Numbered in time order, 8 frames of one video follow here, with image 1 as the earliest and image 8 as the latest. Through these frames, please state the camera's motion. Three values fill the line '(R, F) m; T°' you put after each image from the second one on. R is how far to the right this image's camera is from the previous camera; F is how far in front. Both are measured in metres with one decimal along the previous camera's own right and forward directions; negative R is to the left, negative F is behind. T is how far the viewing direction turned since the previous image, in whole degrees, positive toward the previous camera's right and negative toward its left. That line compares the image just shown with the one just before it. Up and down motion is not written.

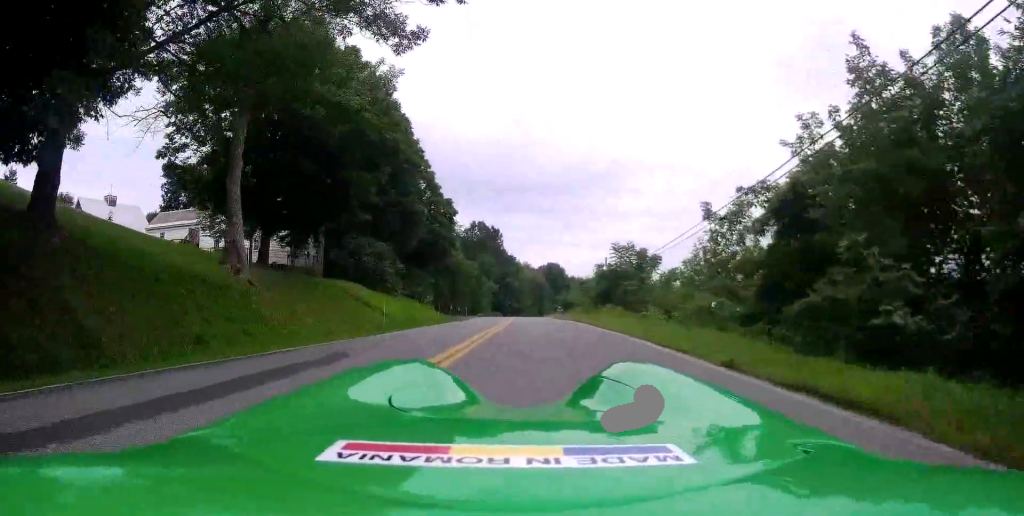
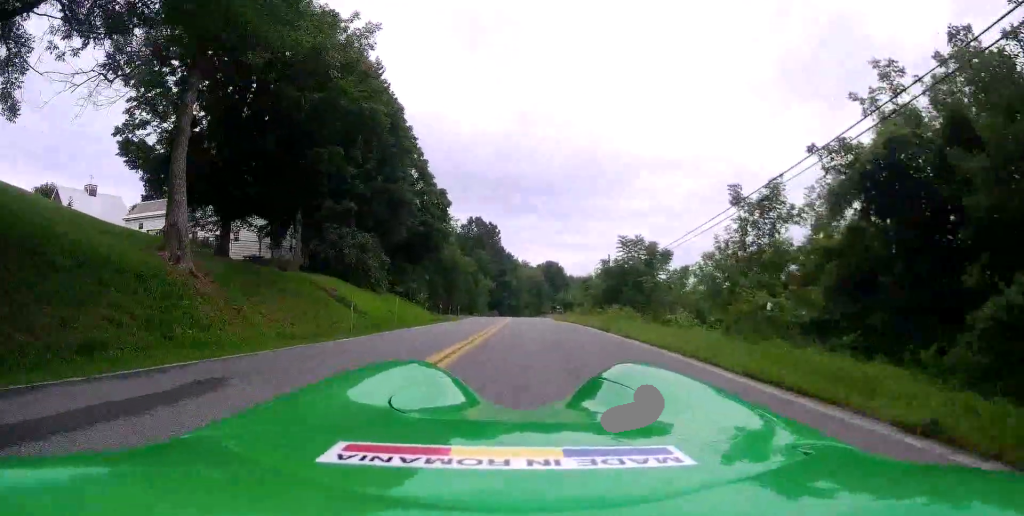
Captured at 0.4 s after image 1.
(0.0, +3.5) m; 0°
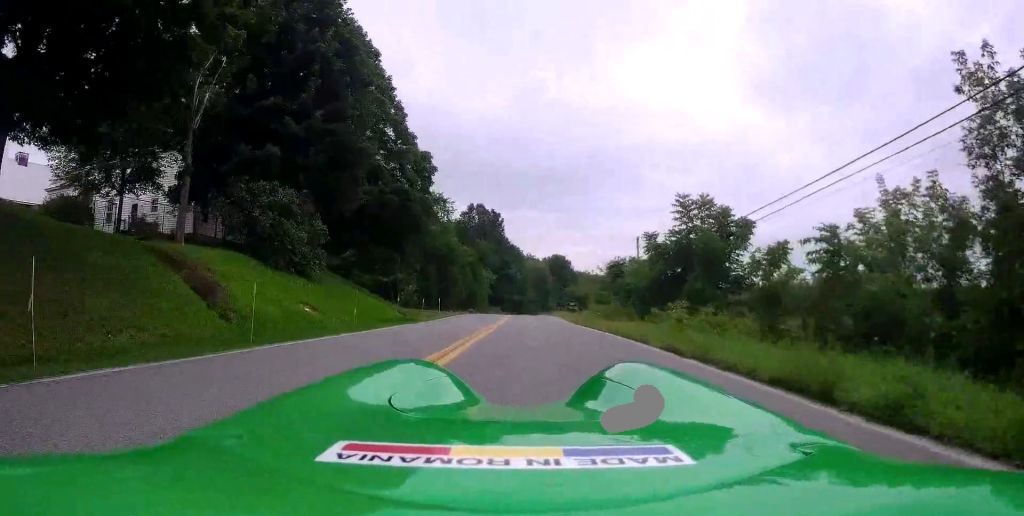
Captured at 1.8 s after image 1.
(+0.1, +11.8) m; 0°
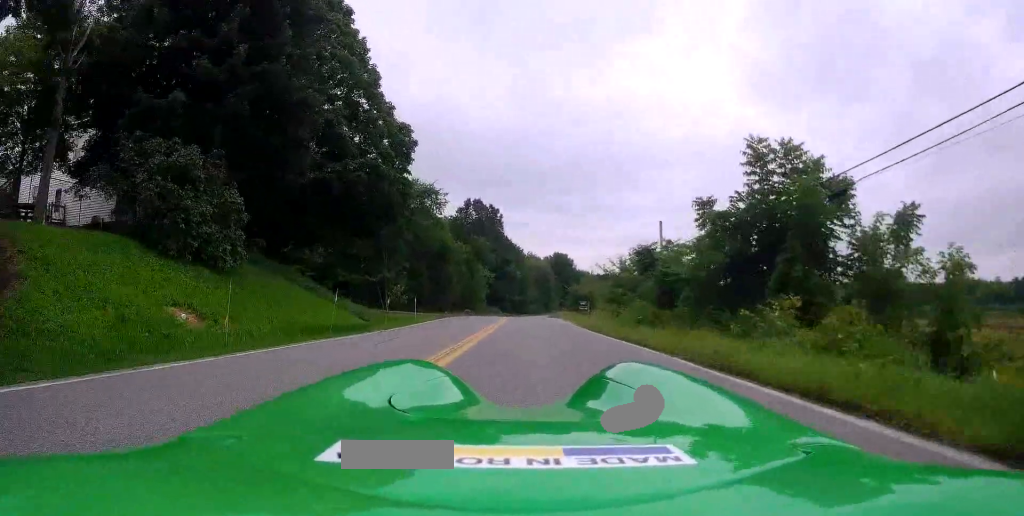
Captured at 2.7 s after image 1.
(0.0, +7.6) m; 0°
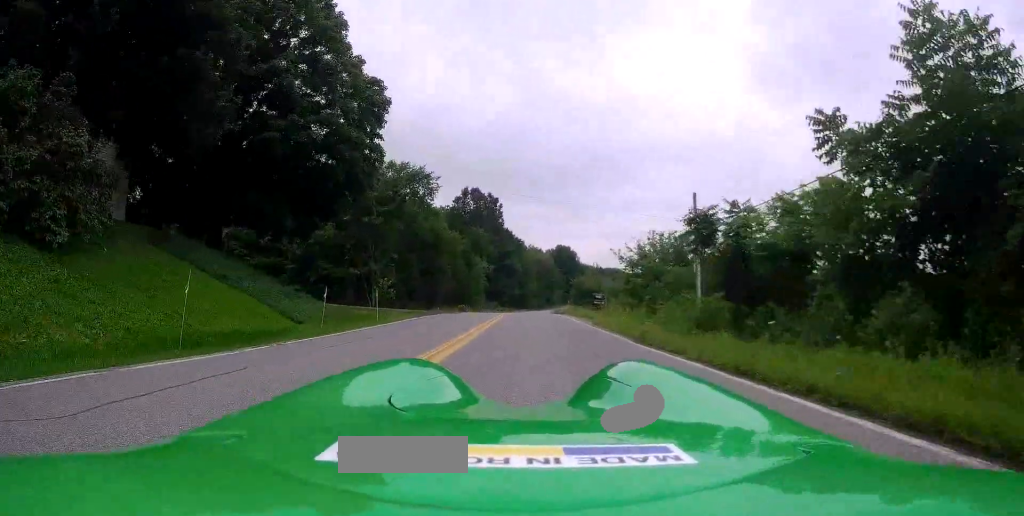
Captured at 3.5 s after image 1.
(0.0, +7.5) m; 0°
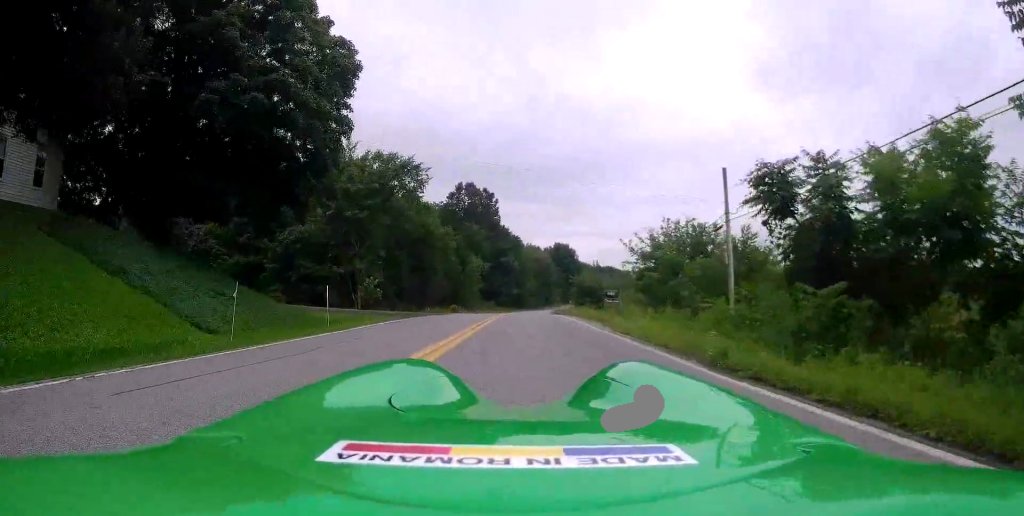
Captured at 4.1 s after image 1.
(0.0, +5.3) m; 0°
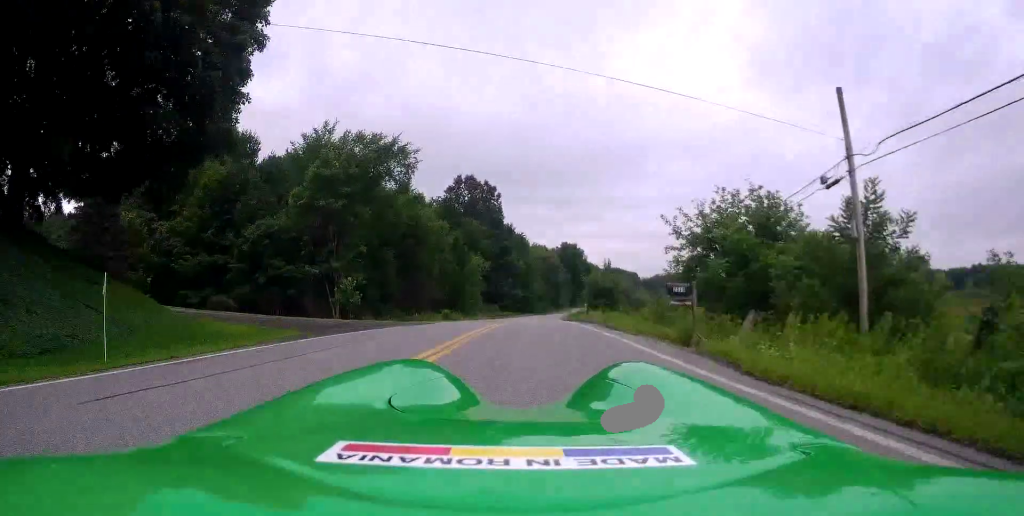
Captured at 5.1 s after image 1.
(0.0, +9.6) m; -2°
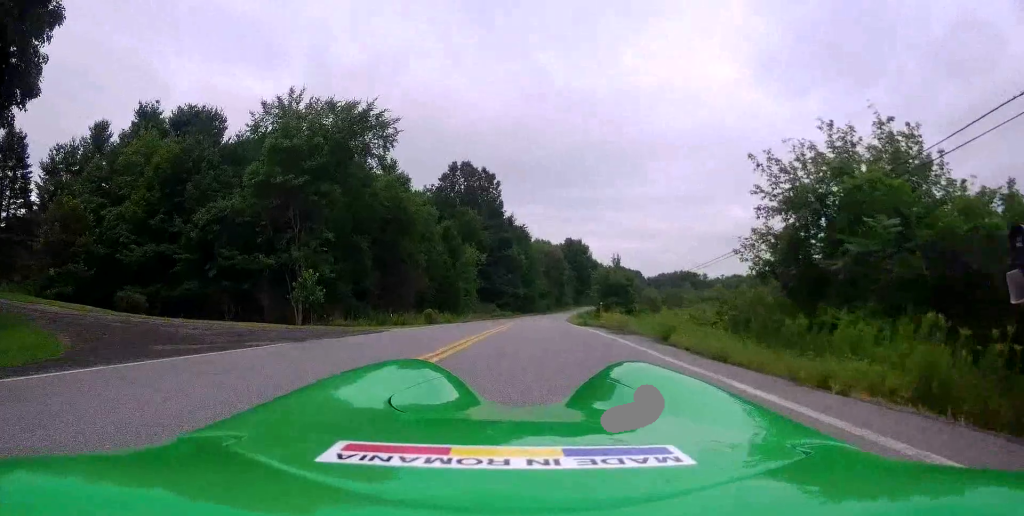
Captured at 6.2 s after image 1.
(-0.5, +10.4) m; -3°
